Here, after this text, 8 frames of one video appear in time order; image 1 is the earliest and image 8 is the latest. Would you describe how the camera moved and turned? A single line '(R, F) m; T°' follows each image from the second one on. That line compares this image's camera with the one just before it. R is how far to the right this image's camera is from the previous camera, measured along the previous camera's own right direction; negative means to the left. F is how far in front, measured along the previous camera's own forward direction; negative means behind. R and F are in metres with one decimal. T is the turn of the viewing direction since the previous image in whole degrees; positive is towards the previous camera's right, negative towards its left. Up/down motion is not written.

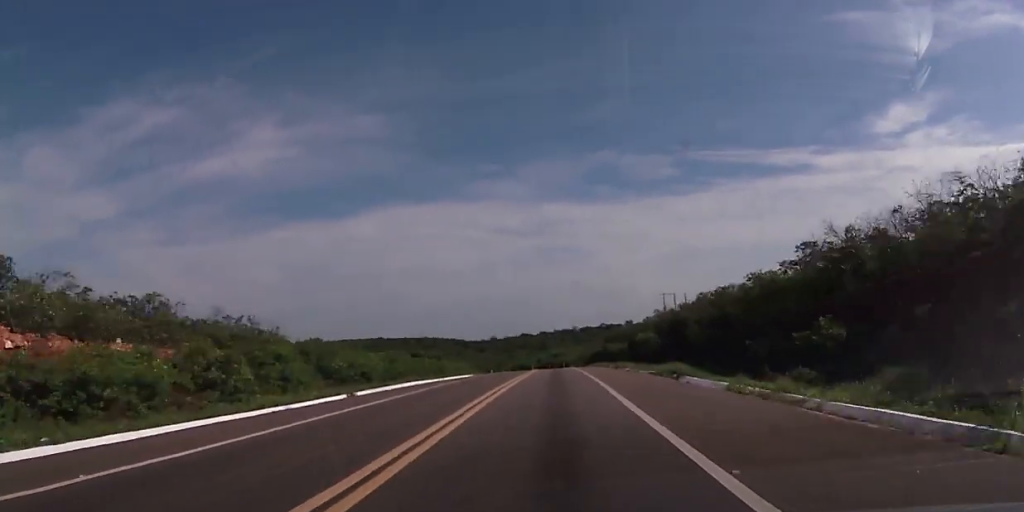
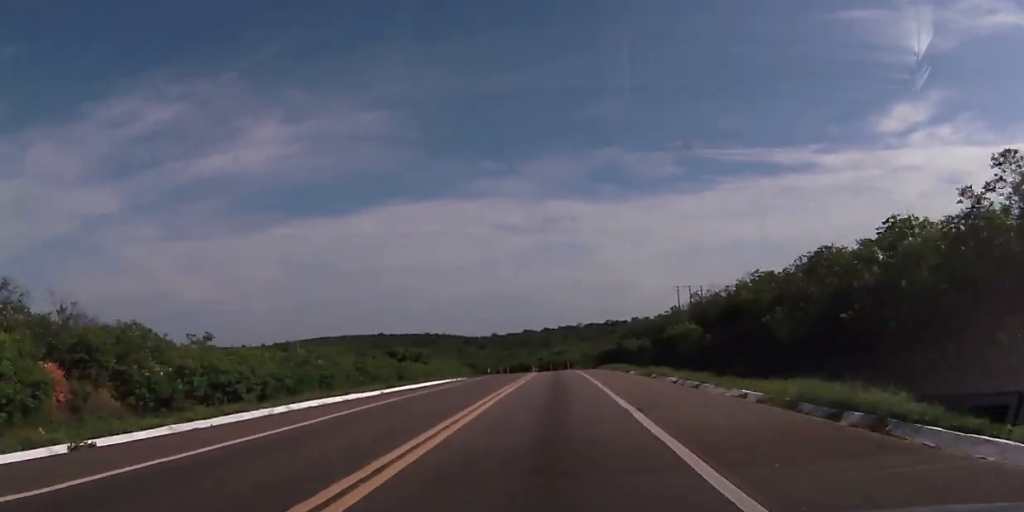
(+0.2, +18.2) m; 0°
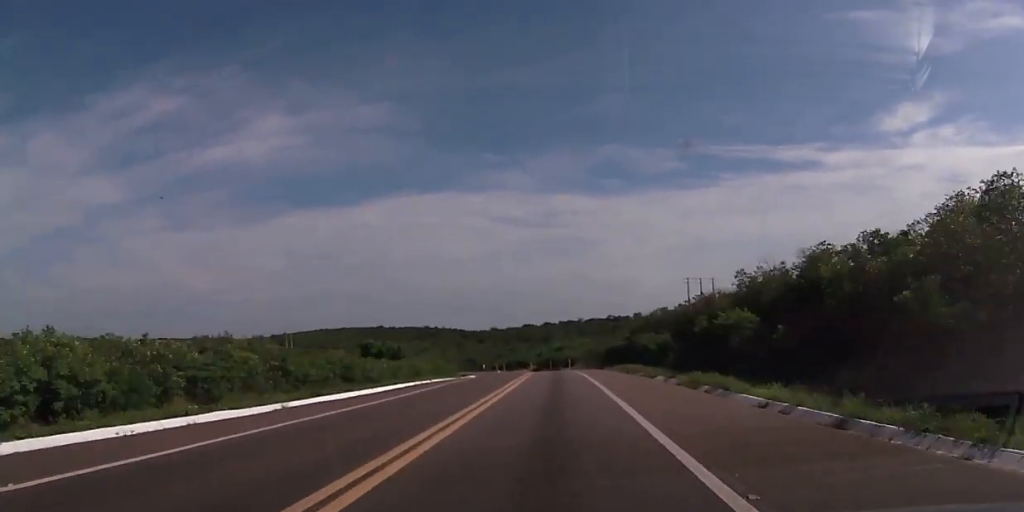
(-0.1, +12.8) m; 0°
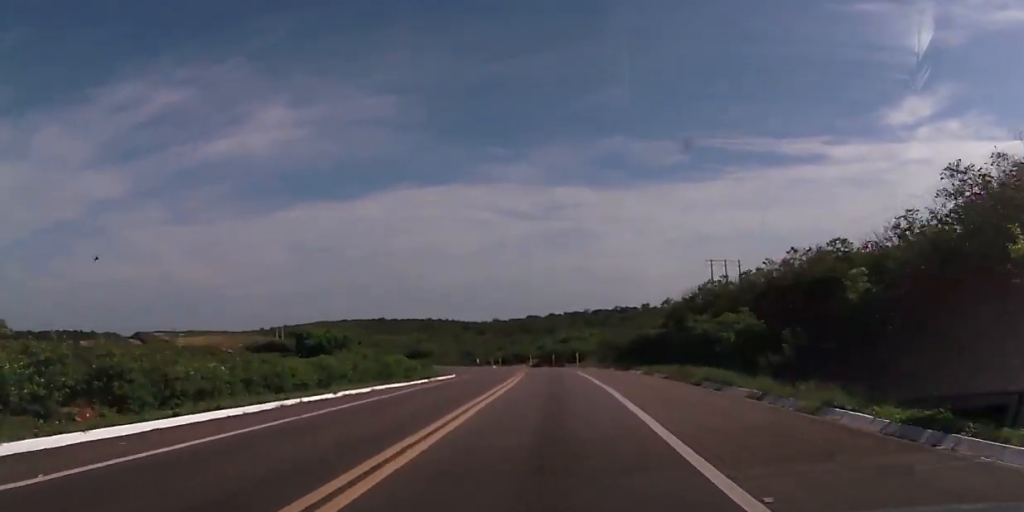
(-0.1, +22.2) m; 0°
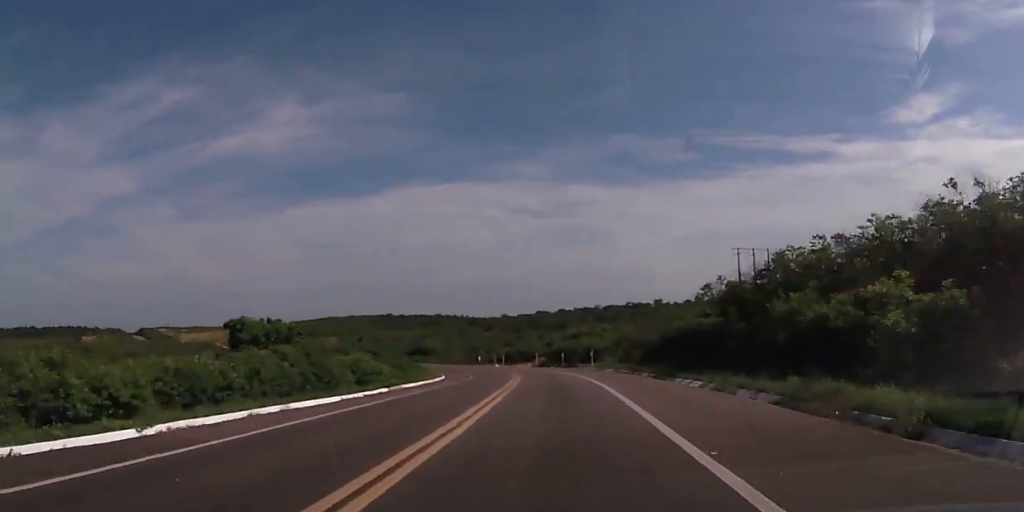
(-0.1, +14.7) m; 0°
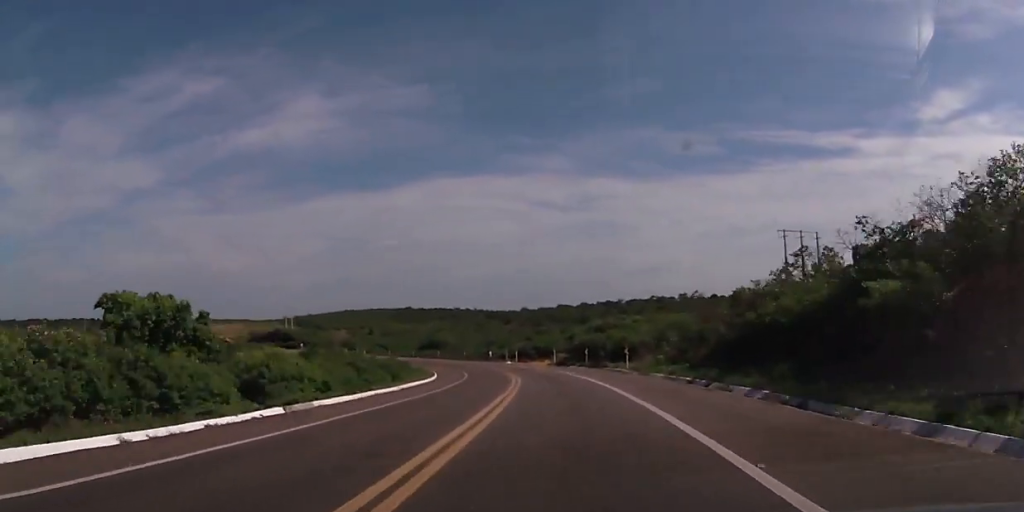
(0.0, +16.6) m; -1°
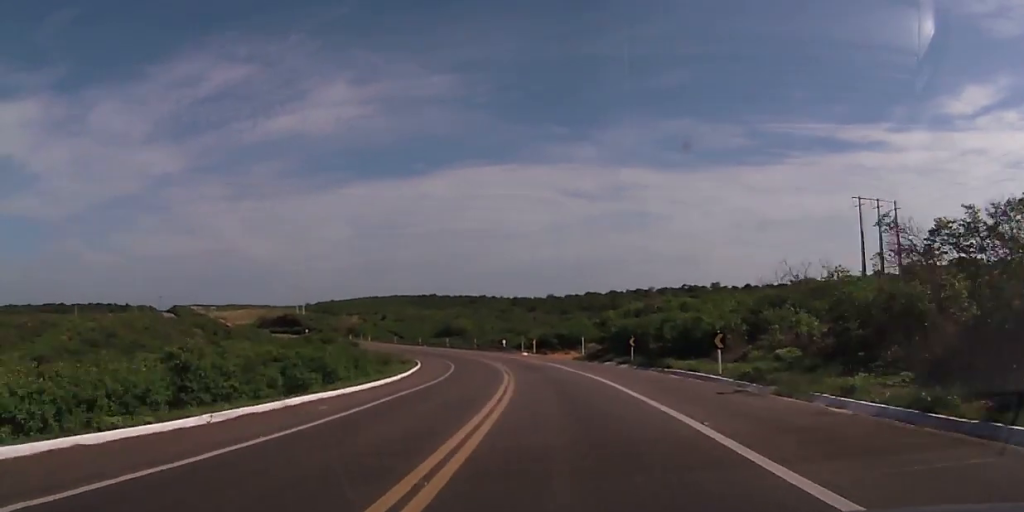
(+0.3, +21.6) m; -1°
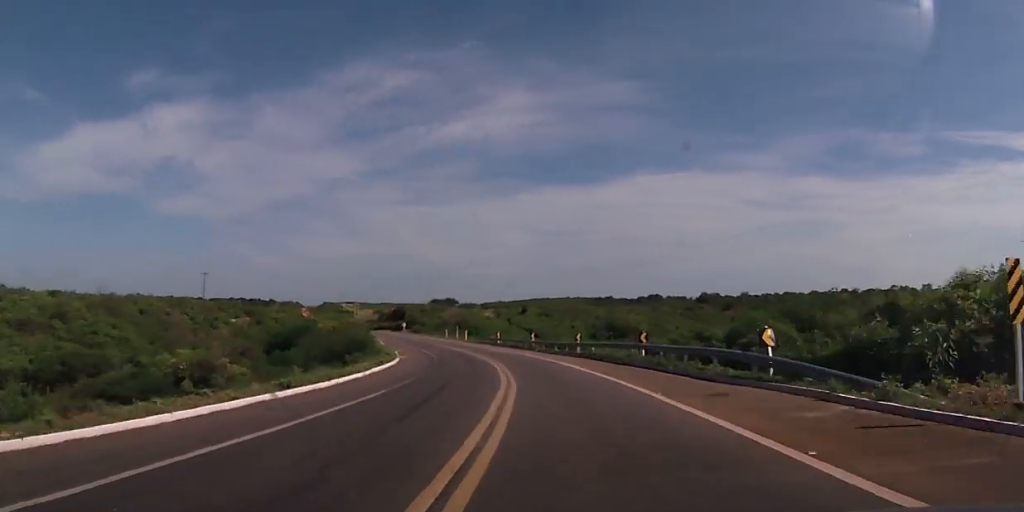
(-7.1, +76.8) m; -12°
